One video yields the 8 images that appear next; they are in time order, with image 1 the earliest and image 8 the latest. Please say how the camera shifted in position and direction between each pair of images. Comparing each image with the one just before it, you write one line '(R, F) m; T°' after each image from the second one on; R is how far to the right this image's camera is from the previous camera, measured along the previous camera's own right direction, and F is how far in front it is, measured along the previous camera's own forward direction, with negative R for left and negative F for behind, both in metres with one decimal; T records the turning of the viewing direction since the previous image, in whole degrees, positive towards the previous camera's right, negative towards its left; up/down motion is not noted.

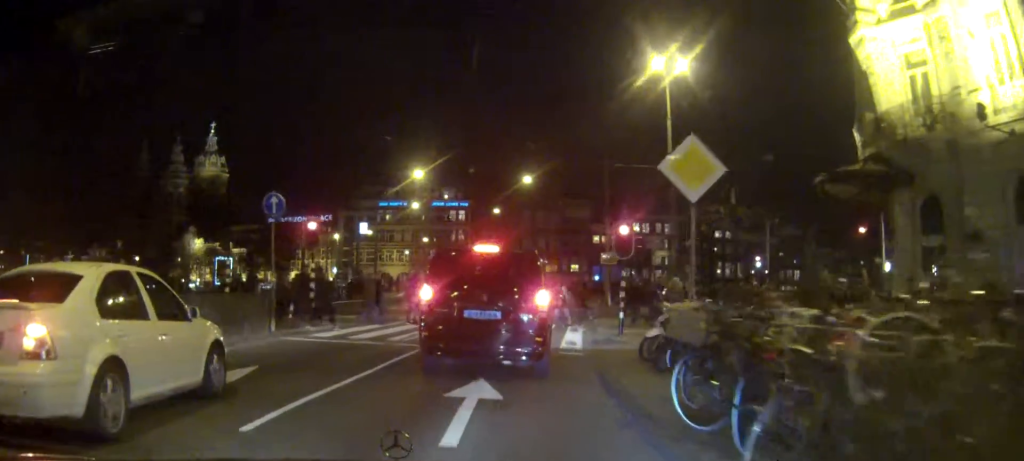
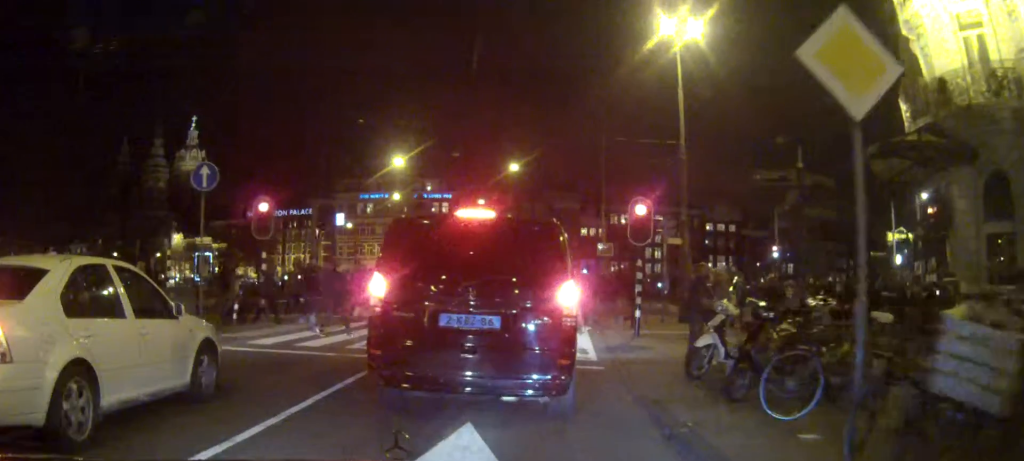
(0.0, +2.7) m; +1°
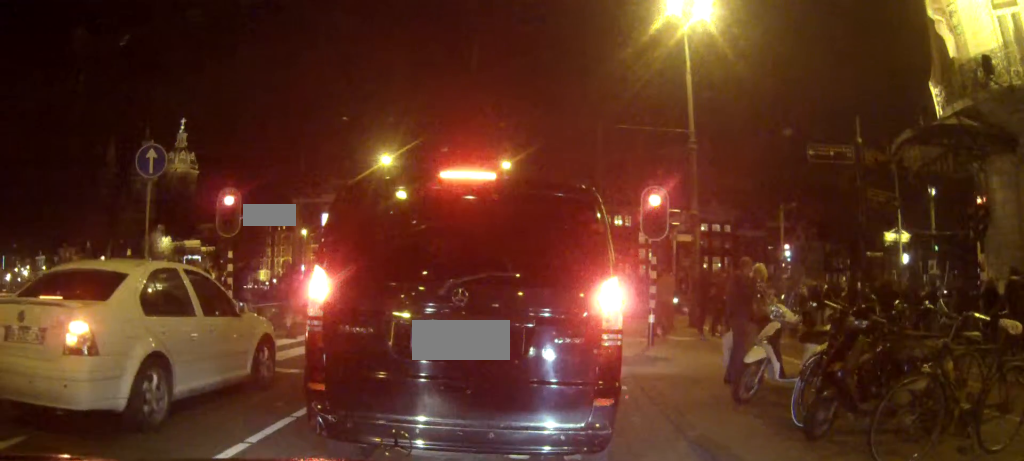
(+0.2, +1.4) m; 0°
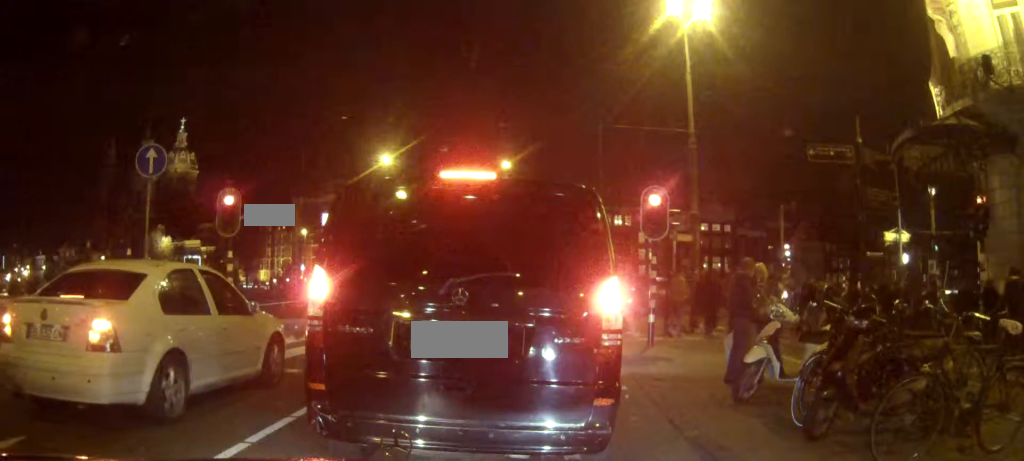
(0.0, 0.0) m; 0°
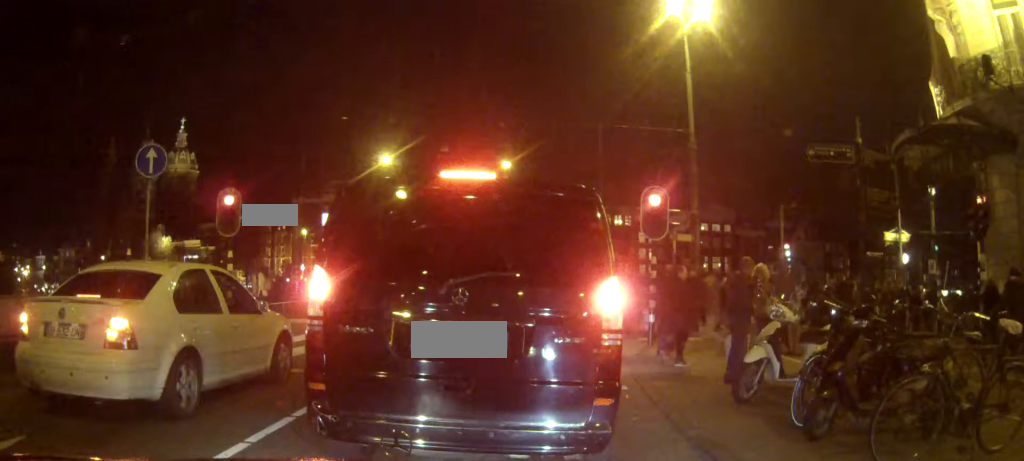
(0.0, +0.5) m; 0°
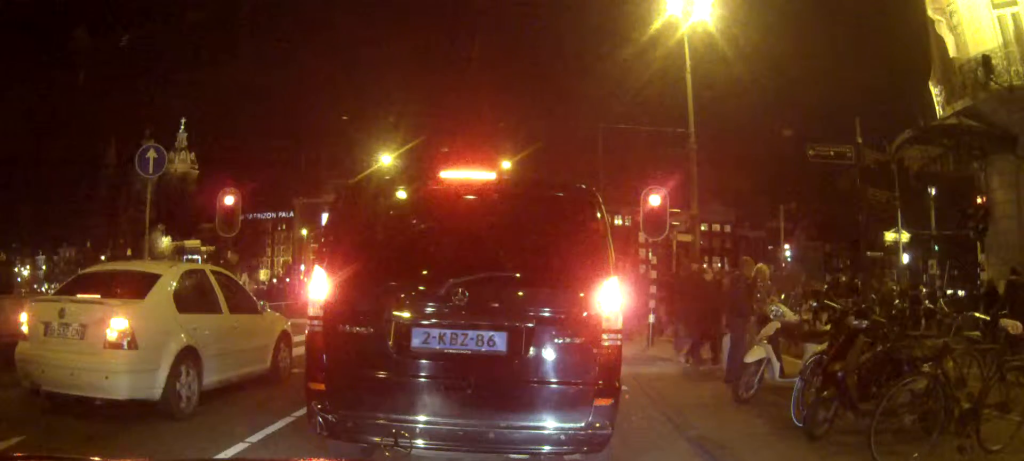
(0.0, 0.0) m; 0°
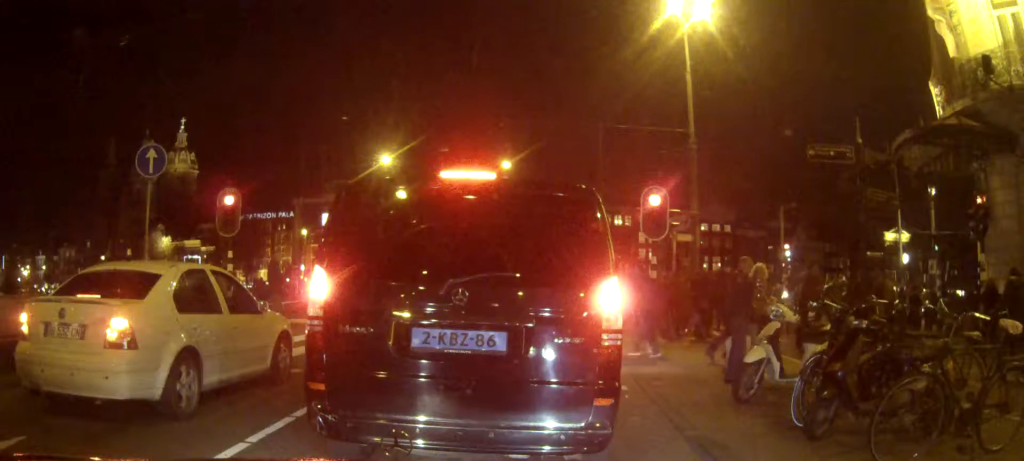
(0.0, 0.0) m; 0°
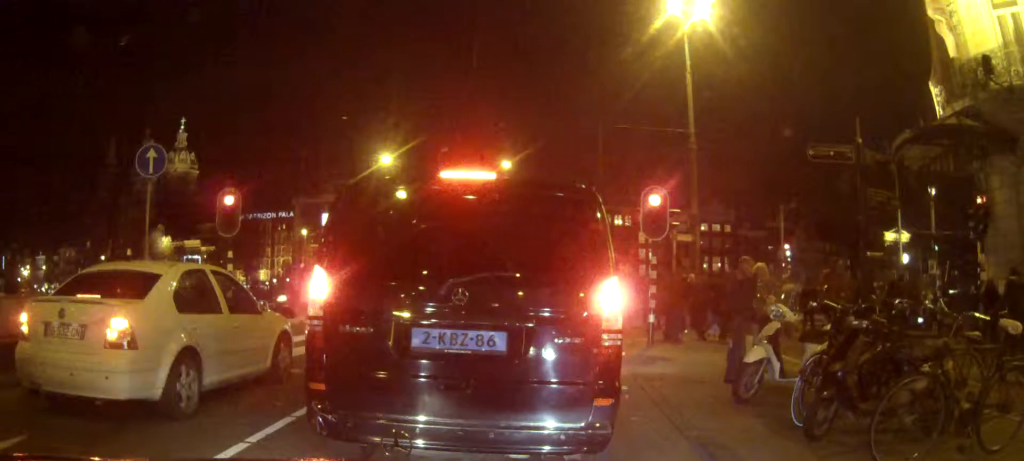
(0.0, 0.0) m; 0°
